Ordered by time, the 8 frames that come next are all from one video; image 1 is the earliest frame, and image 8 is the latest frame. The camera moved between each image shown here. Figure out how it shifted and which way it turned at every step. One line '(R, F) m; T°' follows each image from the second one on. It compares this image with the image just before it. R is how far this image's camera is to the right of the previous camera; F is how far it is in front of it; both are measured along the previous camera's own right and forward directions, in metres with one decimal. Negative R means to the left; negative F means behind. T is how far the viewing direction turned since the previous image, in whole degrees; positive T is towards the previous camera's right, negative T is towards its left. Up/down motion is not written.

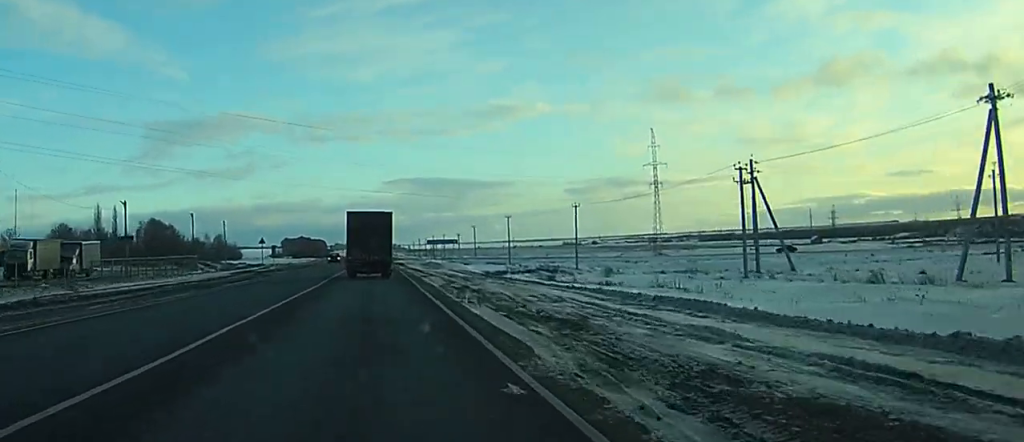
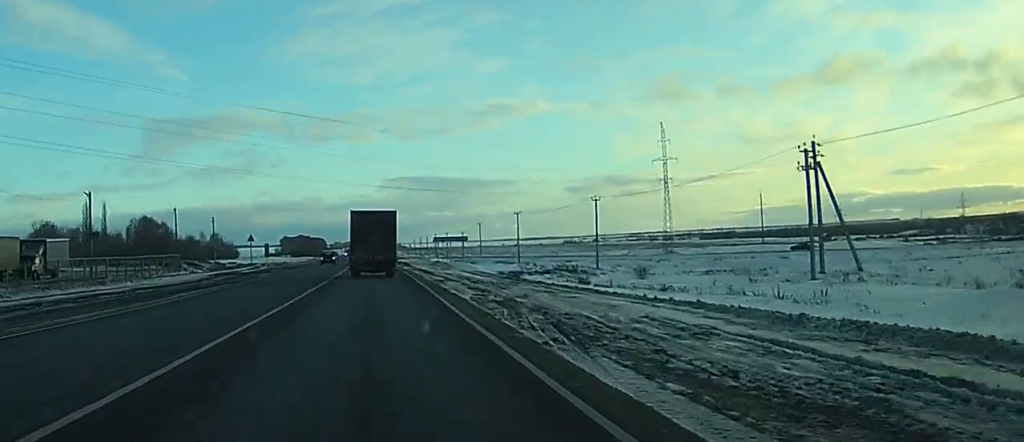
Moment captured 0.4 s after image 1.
(-2.0, +10.1) m; -3°
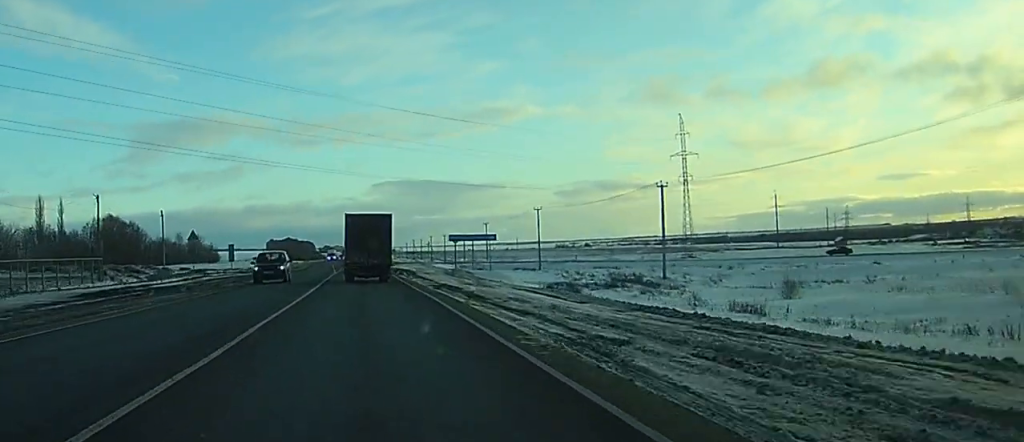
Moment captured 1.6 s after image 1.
(0.0, +26.9) m; +3°
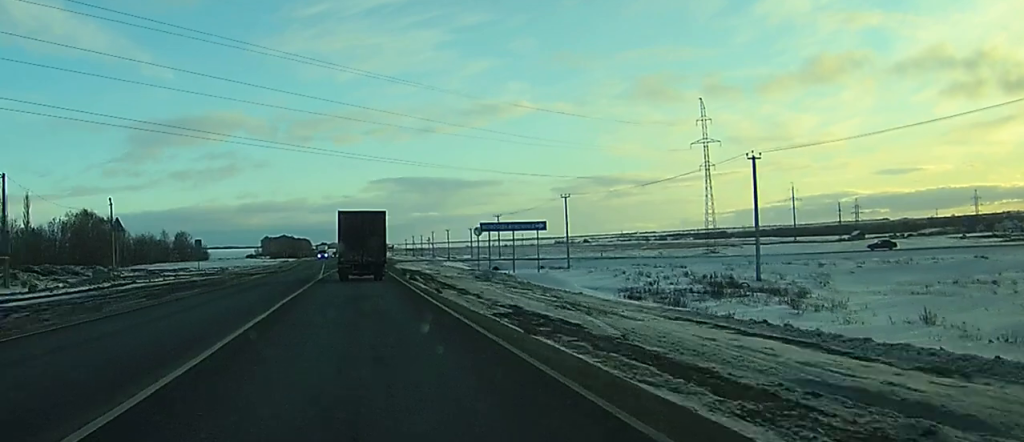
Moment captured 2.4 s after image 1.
(+0.5, +19.9) m; +1°
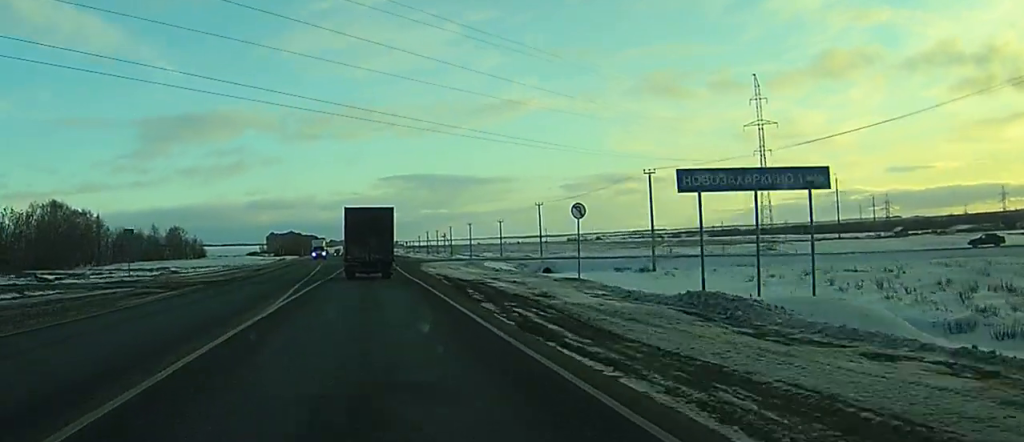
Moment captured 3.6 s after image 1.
(0.0, +29.6) m; 0°
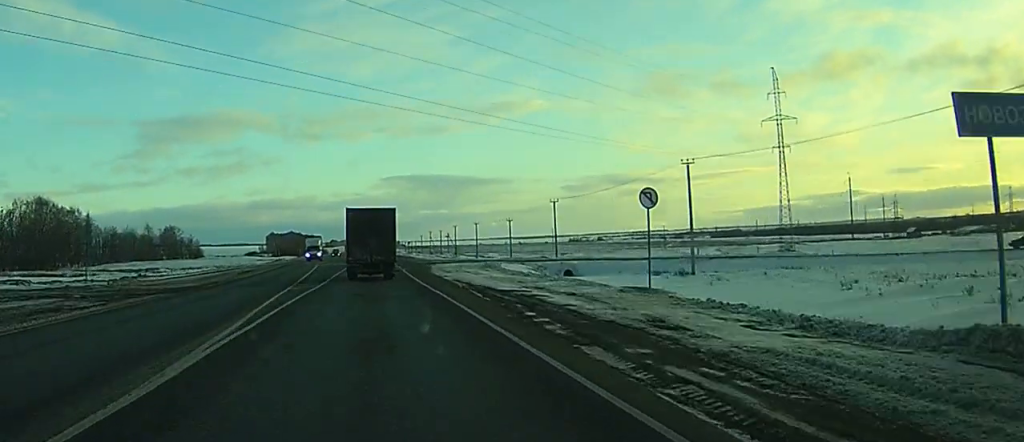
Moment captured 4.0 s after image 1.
(0.0, +9.6) m; 0°
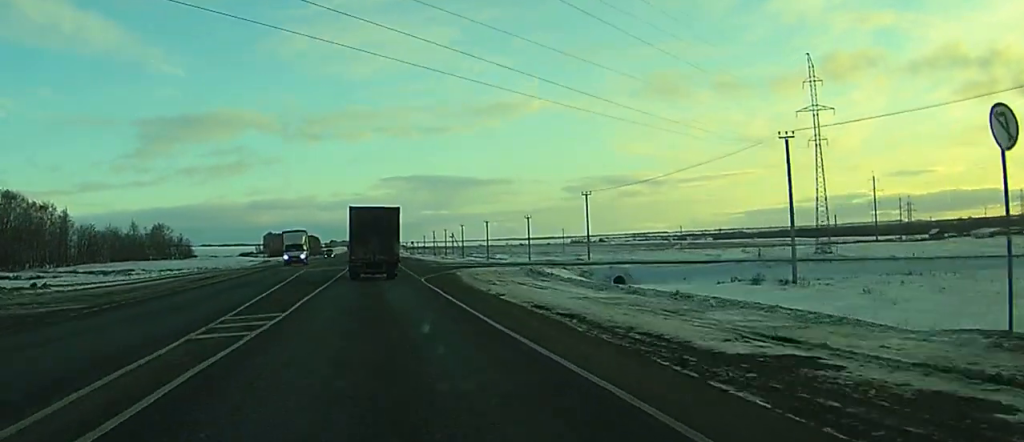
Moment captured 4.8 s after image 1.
(0.0, +17.6) m; 0°
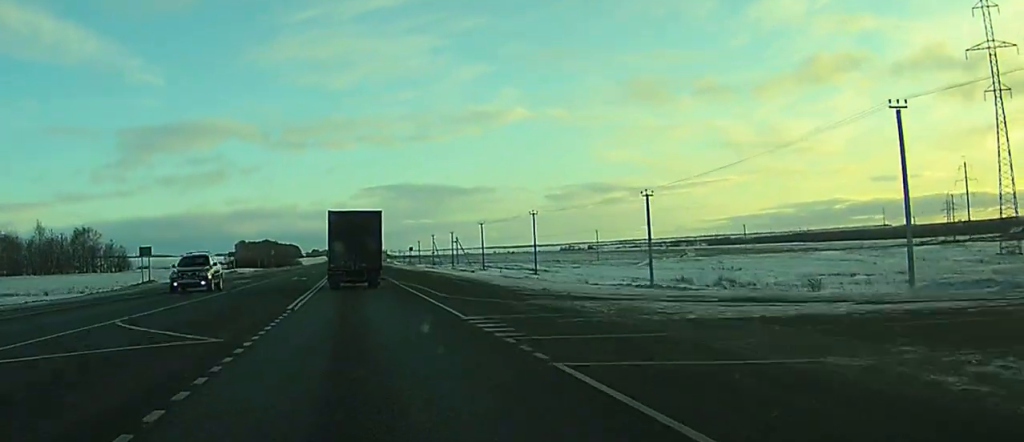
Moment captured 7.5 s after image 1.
(-0.1, +65.7) m; +1°
